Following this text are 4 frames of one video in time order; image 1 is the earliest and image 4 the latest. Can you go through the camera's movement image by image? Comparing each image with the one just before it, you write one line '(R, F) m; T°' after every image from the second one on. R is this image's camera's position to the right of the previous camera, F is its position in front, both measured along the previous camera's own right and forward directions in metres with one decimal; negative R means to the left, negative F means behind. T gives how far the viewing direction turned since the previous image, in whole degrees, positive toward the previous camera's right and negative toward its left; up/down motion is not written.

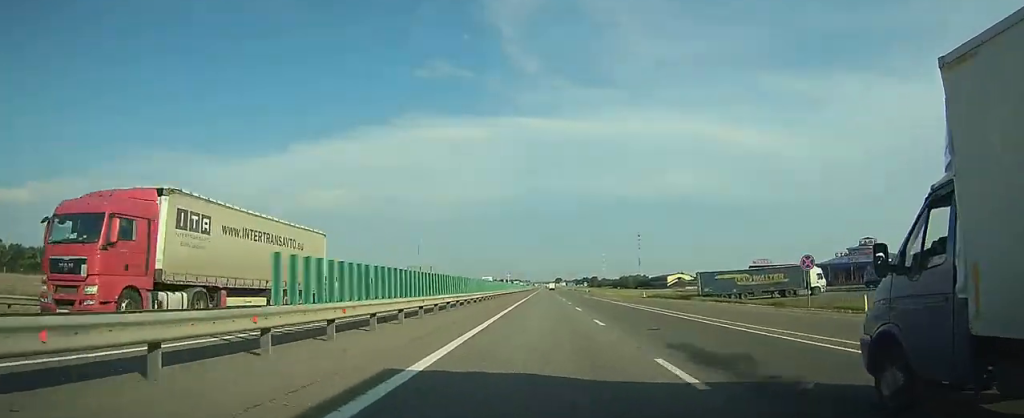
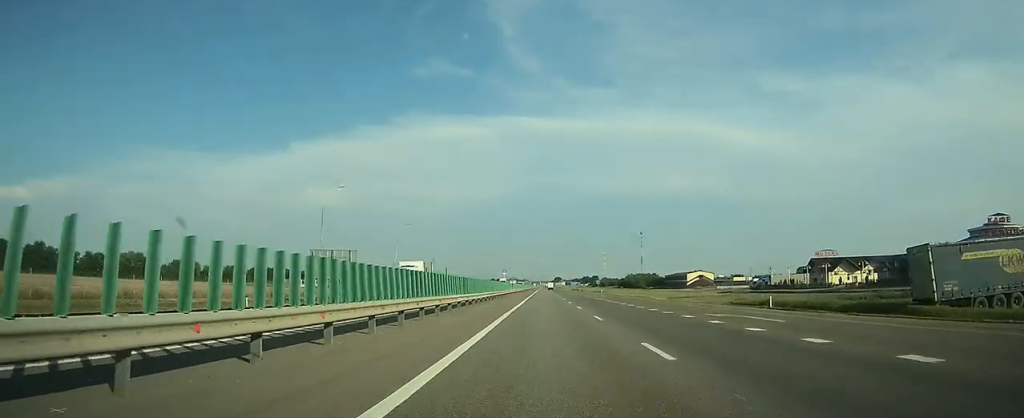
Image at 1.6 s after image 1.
(-0.1, +45.7) m; 0°
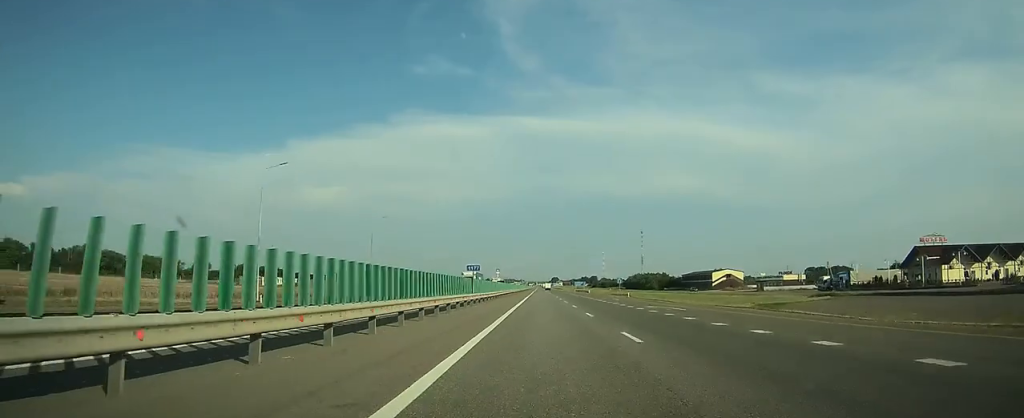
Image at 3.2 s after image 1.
(0.0, +45.1) m; 0°
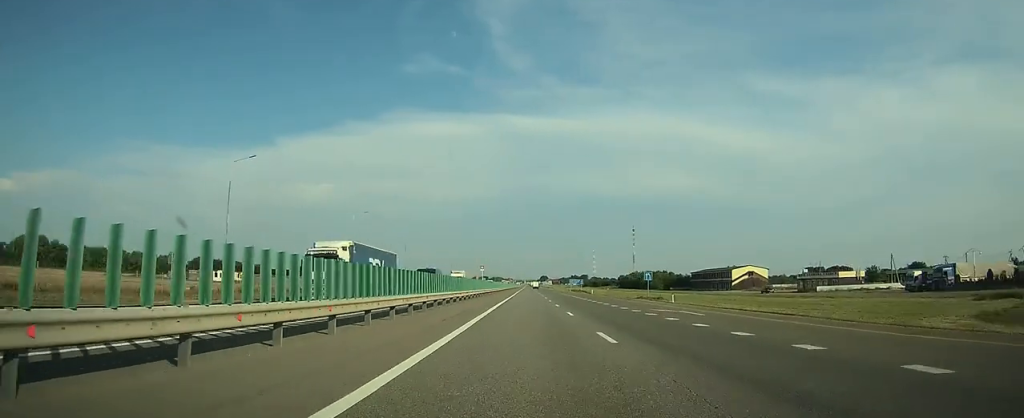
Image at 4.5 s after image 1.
(+0.2, +36.8) m; +1°
